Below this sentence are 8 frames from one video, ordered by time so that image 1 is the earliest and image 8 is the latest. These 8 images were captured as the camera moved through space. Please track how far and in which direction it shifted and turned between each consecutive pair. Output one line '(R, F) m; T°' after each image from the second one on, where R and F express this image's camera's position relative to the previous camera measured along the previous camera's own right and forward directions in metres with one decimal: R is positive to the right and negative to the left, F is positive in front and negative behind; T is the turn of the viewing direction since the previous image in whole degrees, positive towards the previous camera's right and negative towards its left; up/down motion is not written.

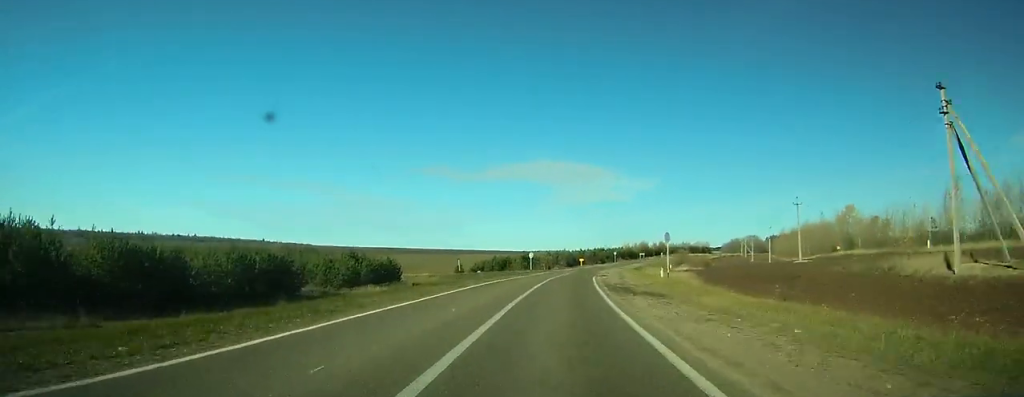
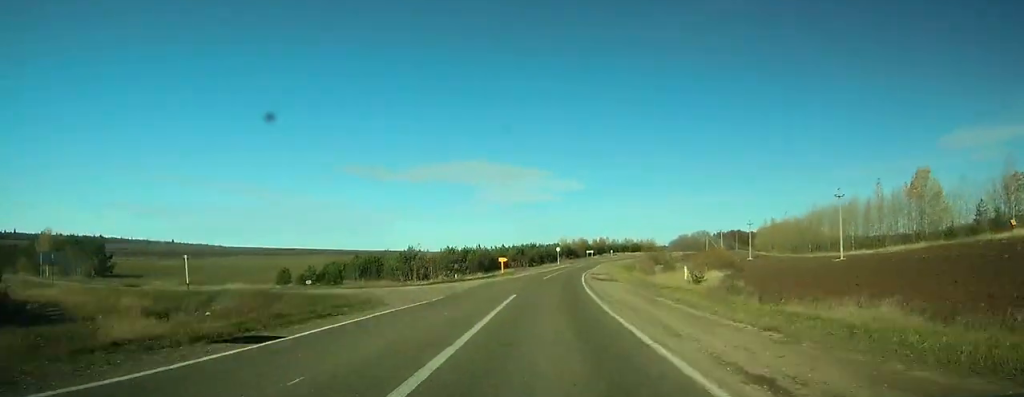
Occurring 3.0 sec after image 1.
(+3.6, +65.5) m; +7°
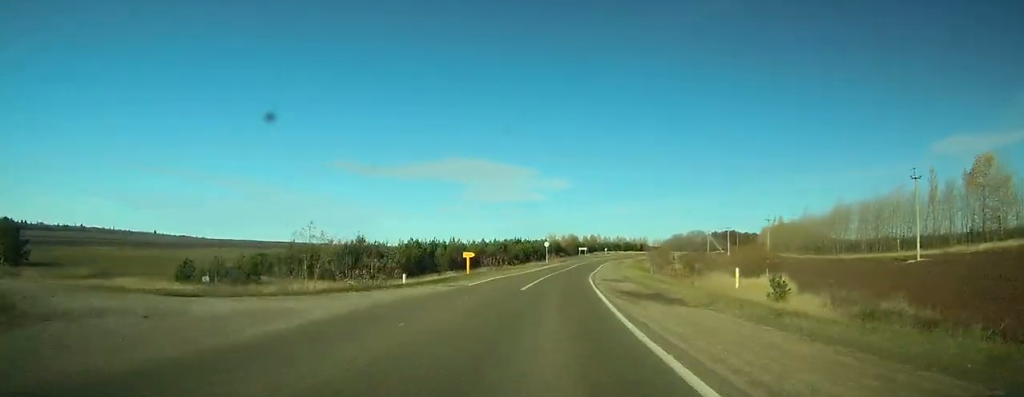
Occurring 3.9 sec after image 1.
(+0.6, +20.3) m; +2°
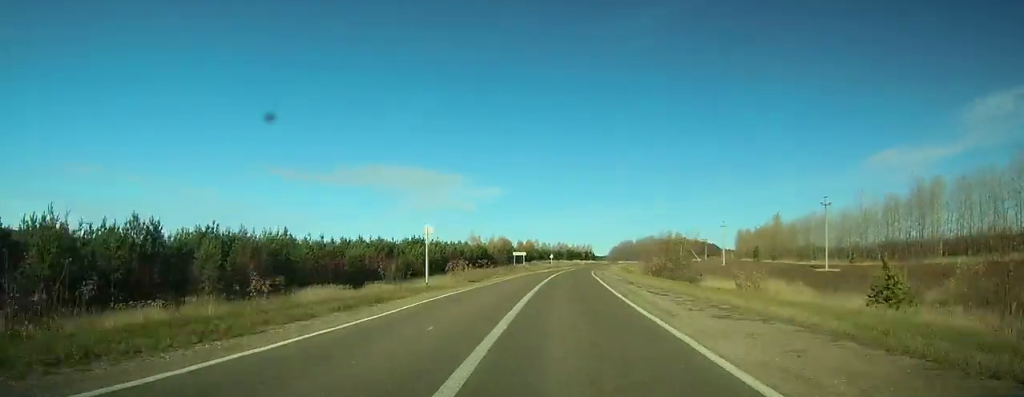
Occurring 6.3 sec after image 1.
(+2.3, +51.8) m; +5°
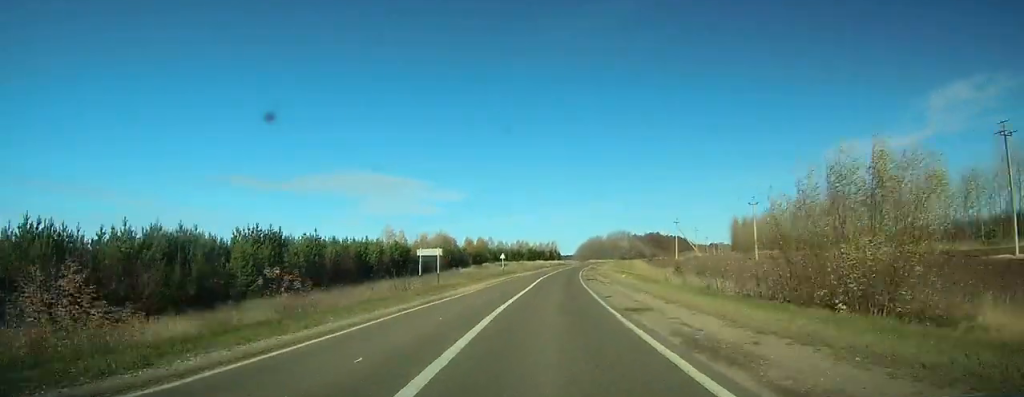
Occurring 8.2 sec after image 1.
(+1.5, +39.8) m; +4°
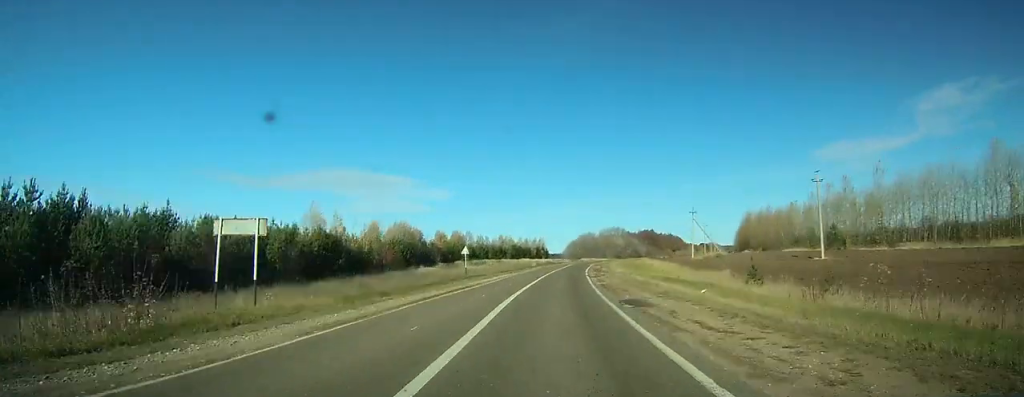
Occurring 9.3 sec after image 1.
(+0.3, +24.2) m; +2°
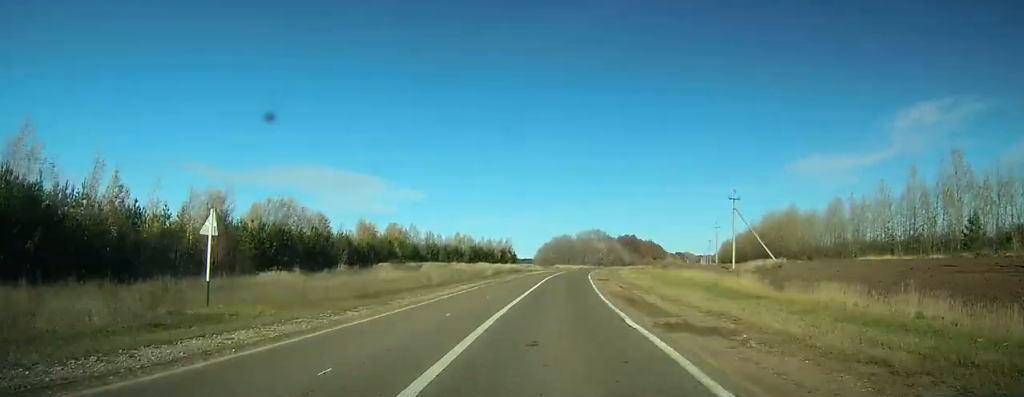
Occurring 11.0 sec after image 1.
(+0.9, +36.1) m; +3°
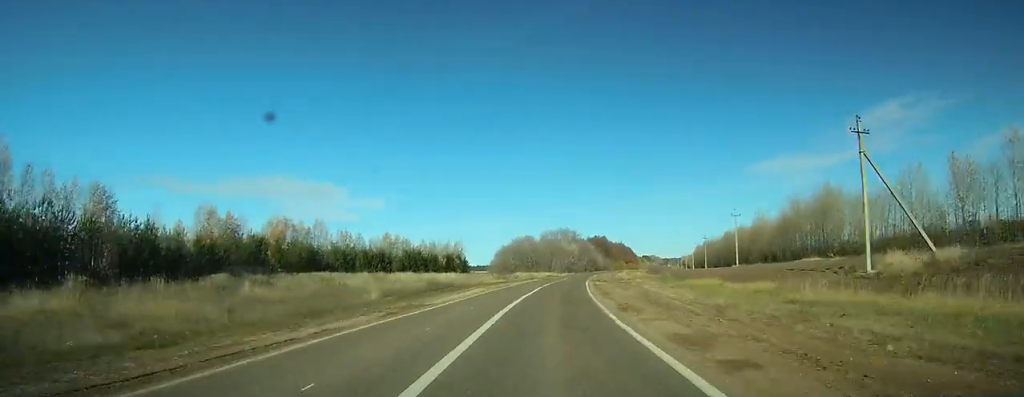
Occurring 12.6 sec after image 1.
(+0.8, +37.8) m; +3°
